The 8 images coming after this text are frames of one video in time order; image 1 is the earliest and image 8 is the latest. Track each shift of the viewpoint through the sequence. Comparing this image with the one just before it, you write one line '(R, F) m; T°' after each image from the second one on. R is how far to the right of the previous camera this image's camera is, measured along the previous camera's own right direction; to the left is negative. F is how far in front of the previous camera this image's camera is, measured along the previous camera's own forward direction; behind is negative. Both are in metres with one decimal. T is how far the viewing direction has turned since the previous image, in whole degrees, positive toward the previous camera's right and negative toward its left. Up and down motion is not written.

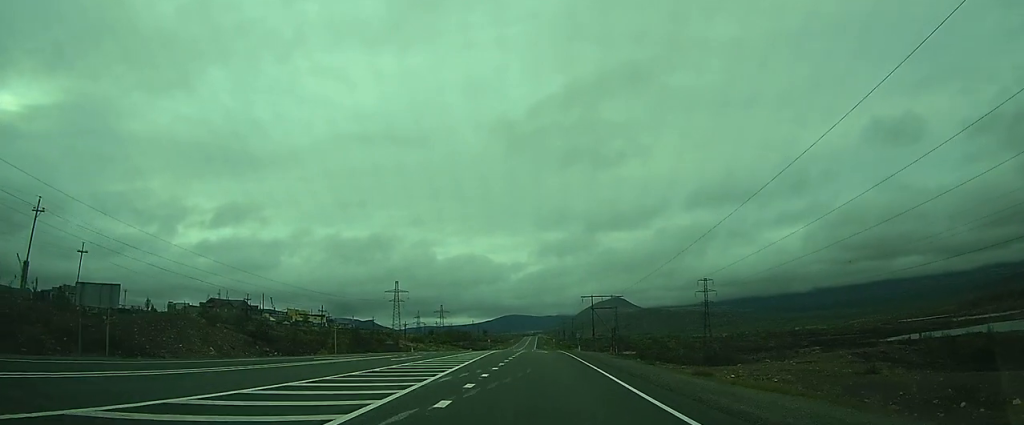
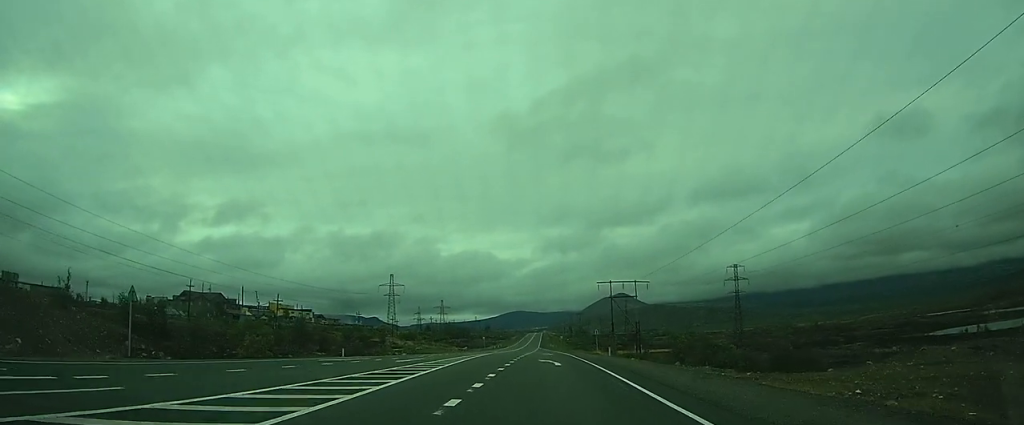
(-0.1, +27.3) m; -1°
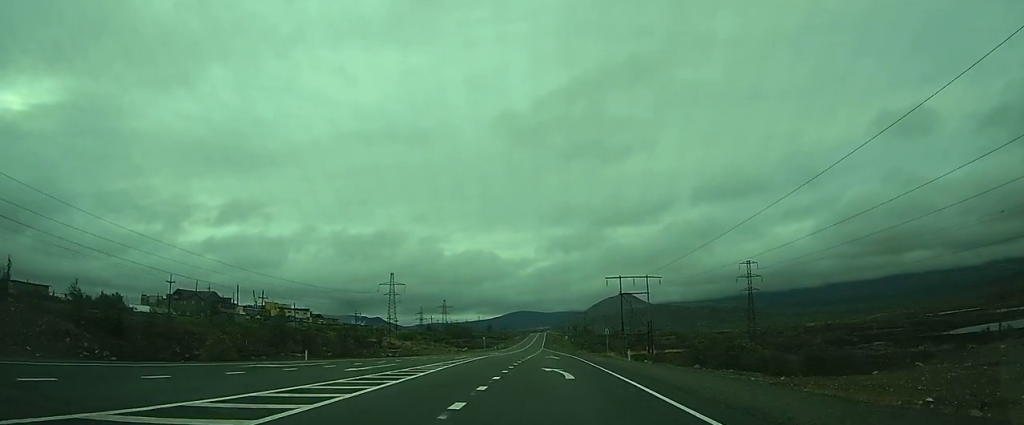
(-0.1, +8.3) m; -1°
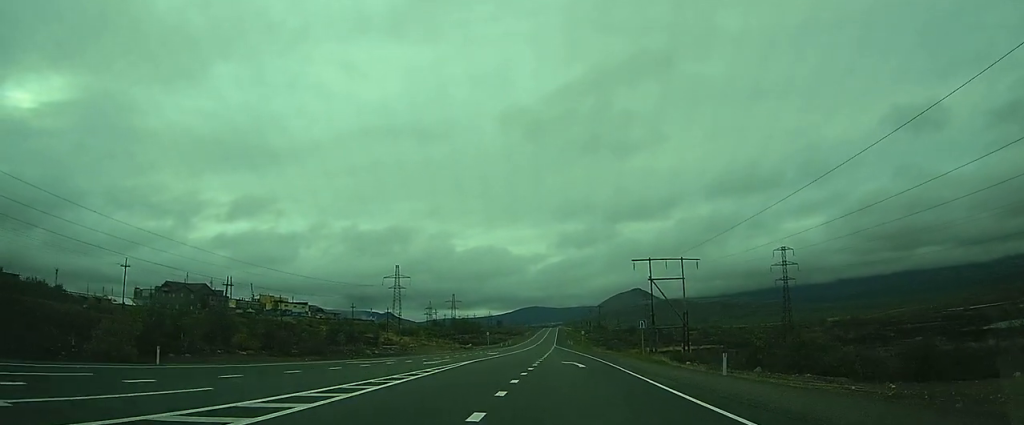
(-0.3, +17.4) m; -1°
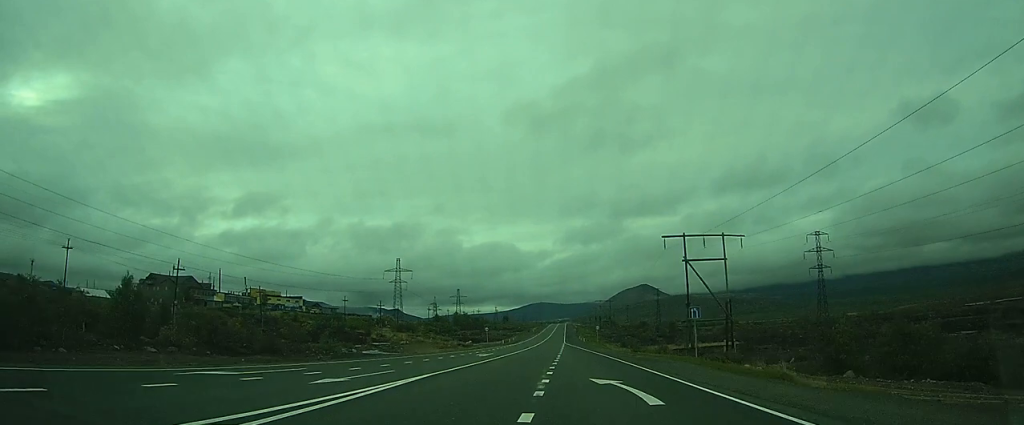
(-0.1, +16.2) m; 0°
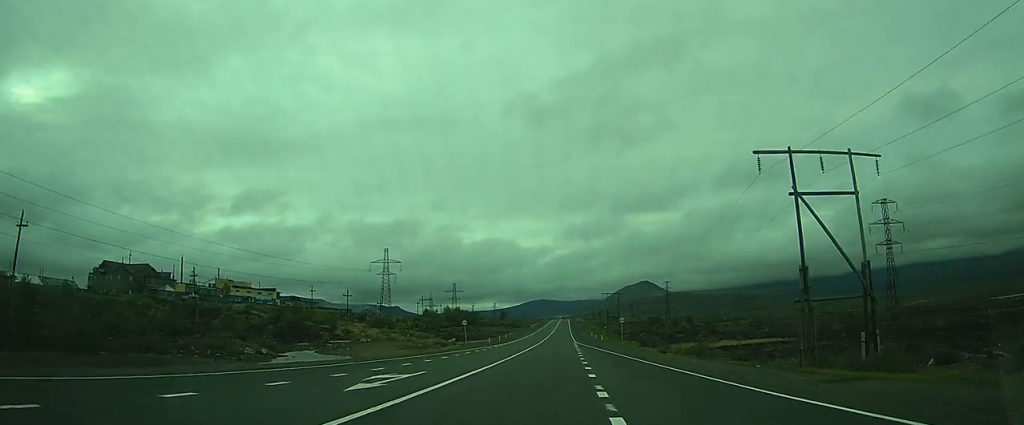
(+0.3, +29.2) m; +1°
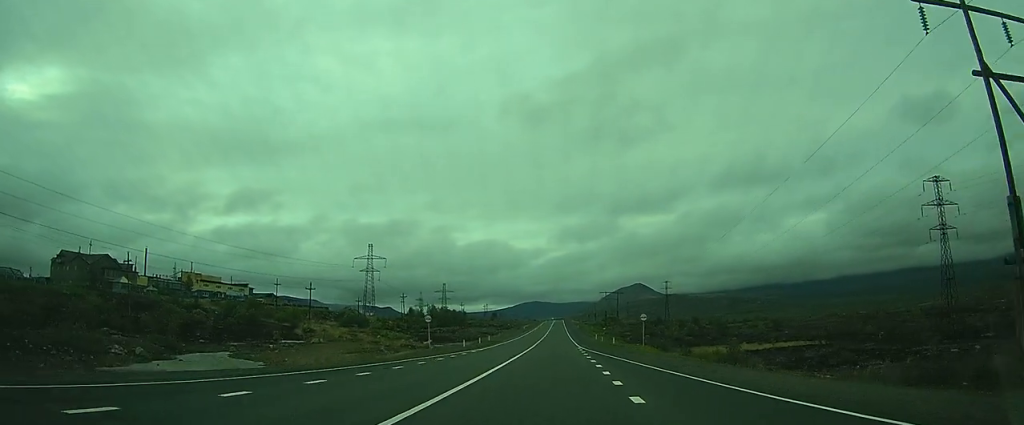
(+0.1, +18.8) m; 0°
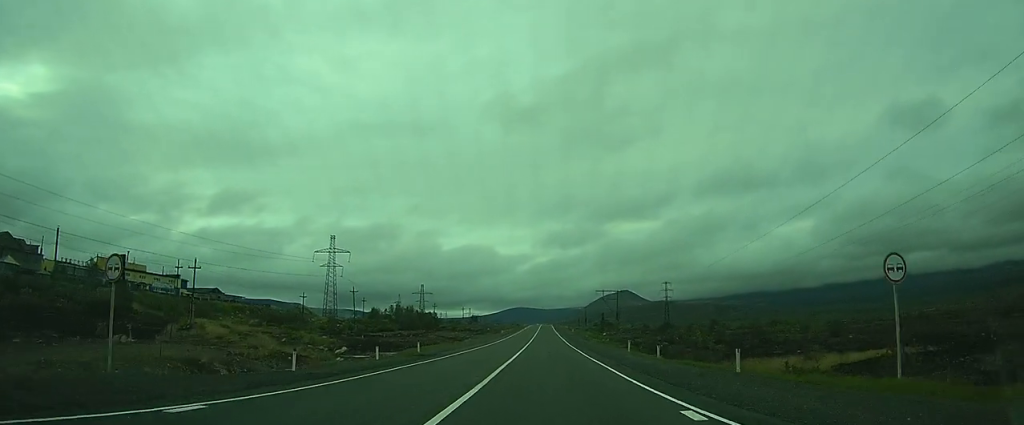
(0.0, +38.1) m; 0°
